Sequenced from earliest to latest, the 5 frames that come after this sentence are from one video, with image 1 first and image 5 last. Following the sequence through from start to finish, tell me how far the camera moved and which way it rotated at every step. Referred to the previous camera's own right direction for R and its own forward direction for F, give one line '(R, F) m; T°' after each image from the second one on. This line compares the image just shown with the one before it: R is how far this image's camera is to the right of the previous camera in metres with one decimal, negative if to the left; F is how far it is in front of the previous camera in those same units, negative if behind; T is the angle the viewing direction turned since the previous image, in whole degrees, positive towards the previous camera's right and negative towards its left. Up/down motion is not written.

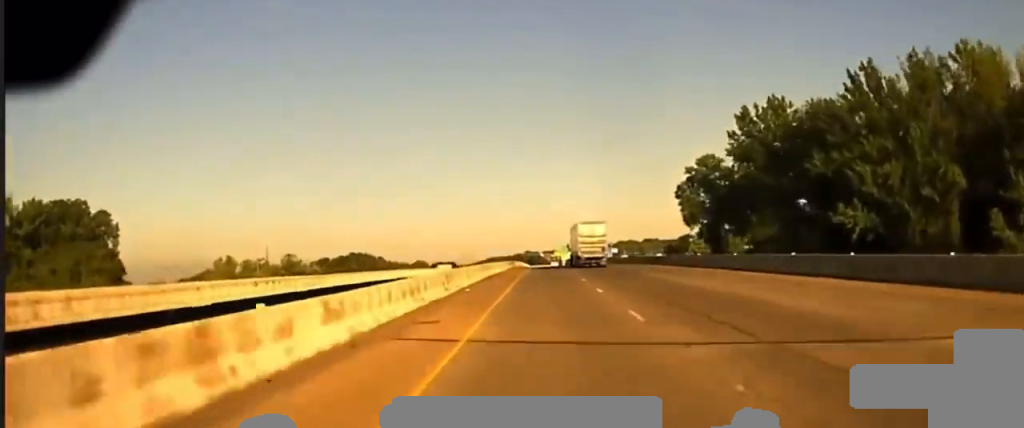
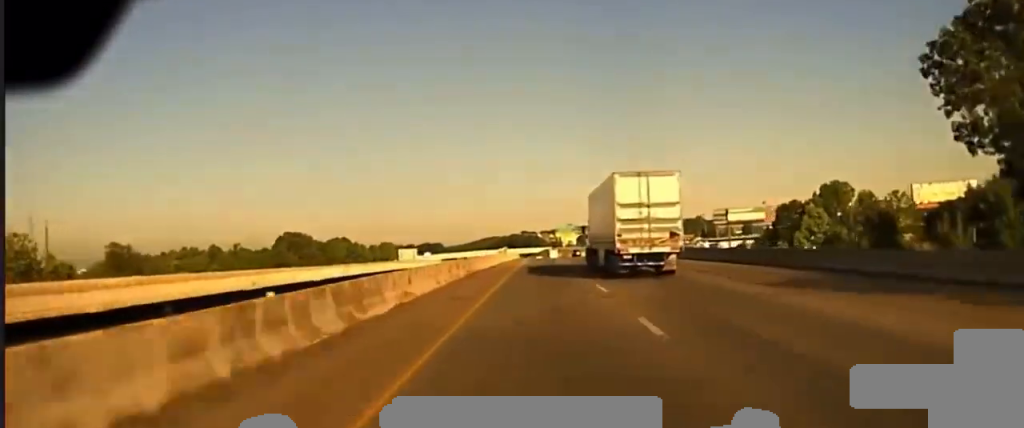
(+0.7, +99.8) m; 0°
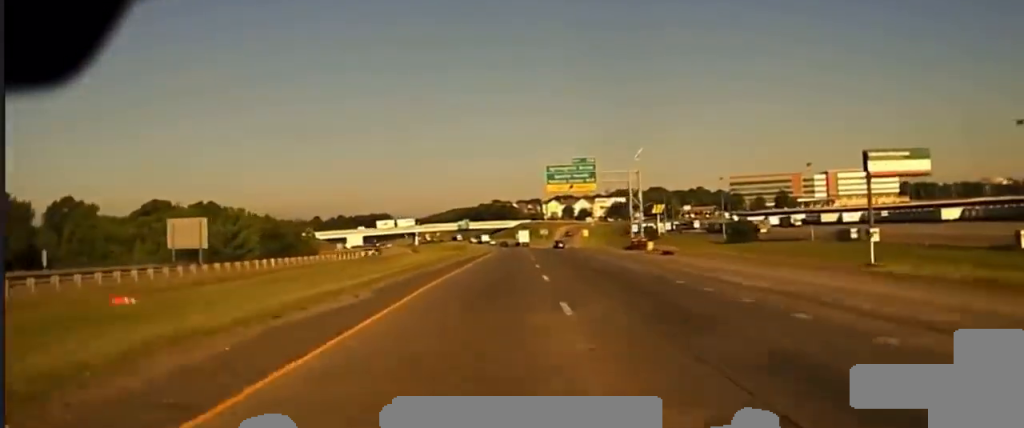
(+0.1, +147.0) m; 0°
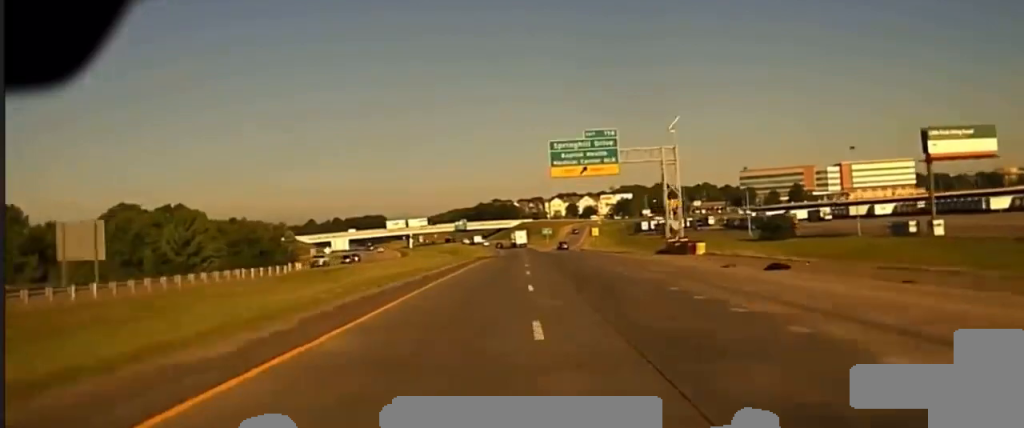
(0.0, +24.7) m; 0°
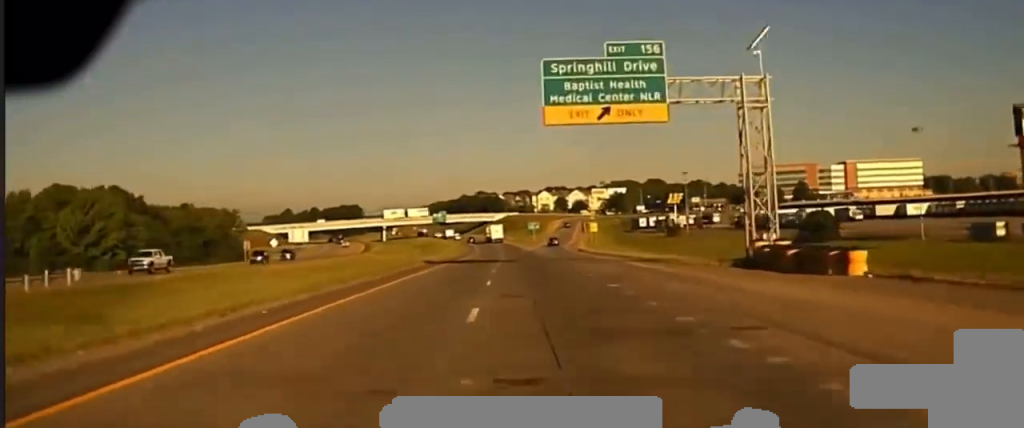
(+0.1, +32.5) m; +1°
